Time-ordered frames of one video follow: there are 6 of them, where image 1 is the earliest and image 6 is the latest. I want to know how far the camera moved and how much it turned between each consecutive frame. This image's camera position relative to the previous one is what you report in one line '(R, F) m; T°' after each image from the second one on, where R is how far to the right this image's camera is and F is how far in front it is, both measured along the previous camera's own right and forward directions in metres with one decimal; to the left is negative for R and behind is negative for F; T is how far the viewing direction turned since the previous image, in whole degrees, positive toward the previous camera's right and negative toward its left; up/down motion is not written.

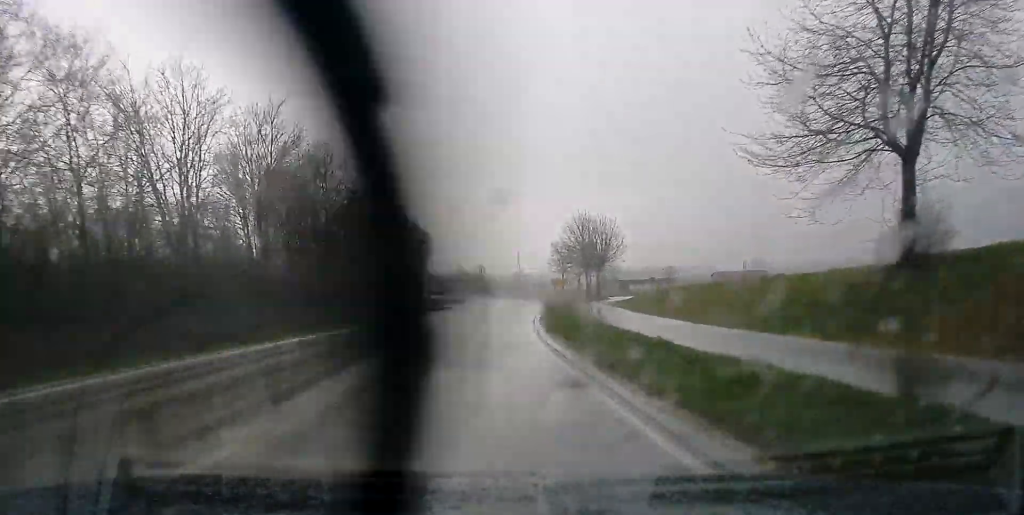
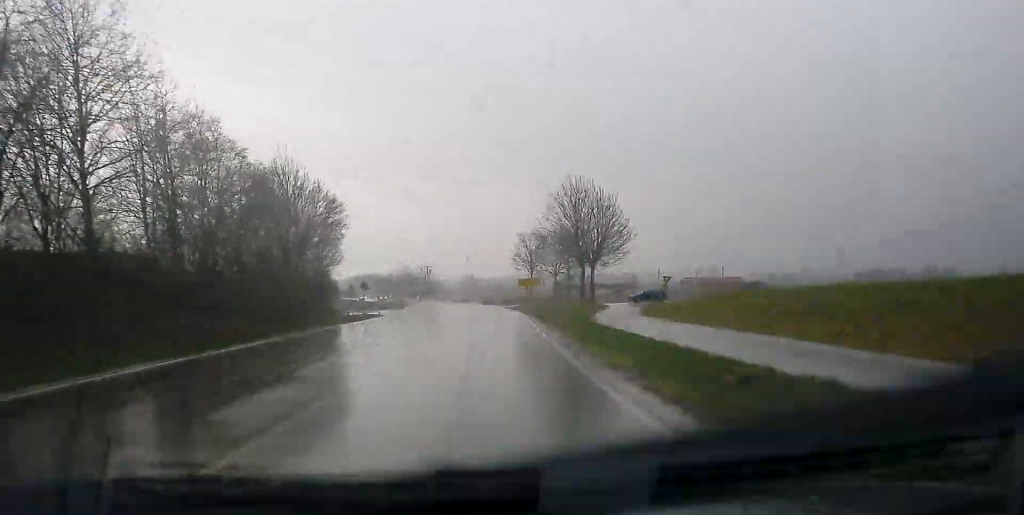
(+1.5, +31.7) m; +4°
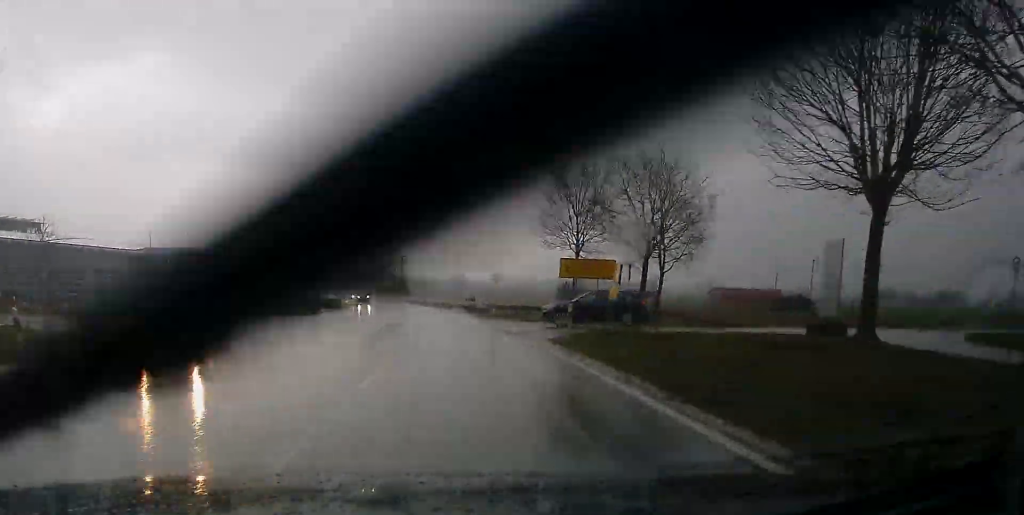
(+1.6, +55.9) m; 0°
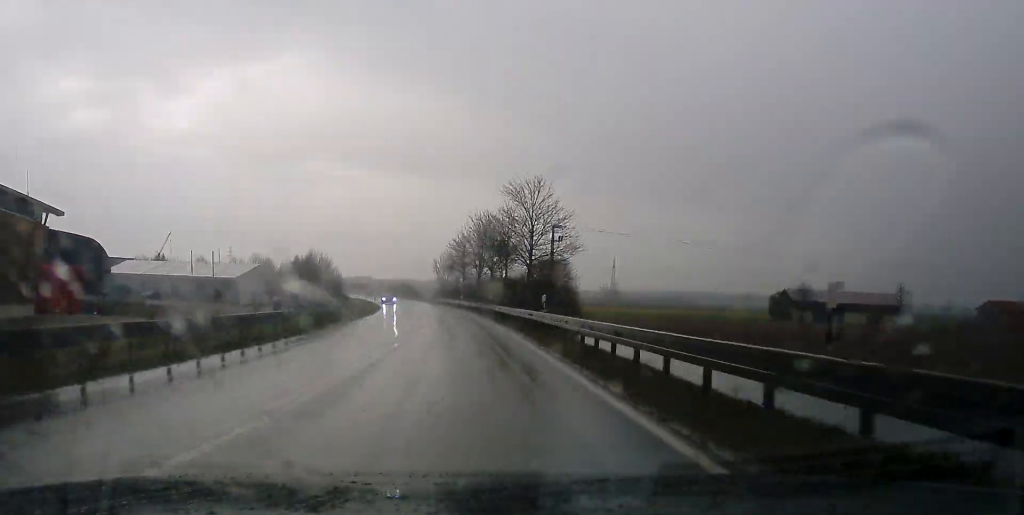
(-4.8, +94.6) m; -6°
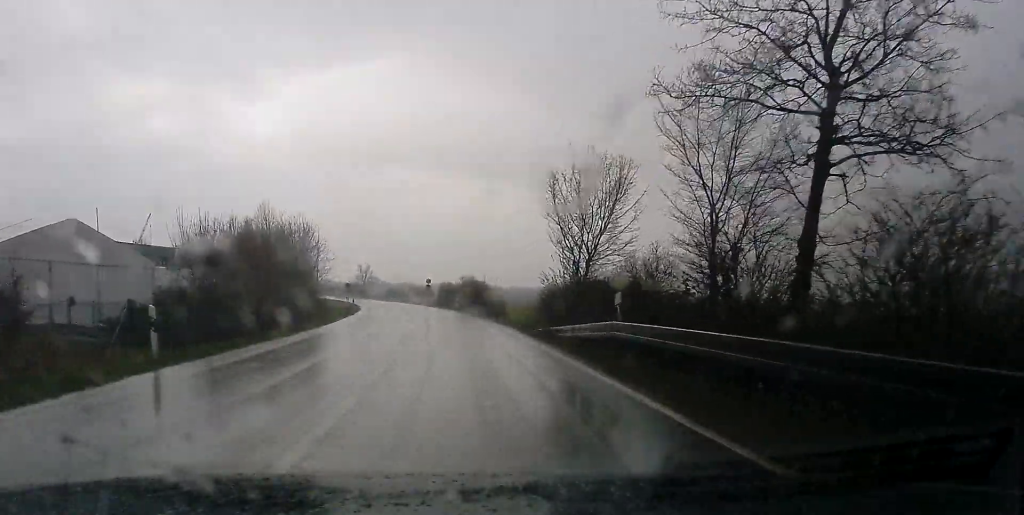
(-4.4, +88.5) m; -6°
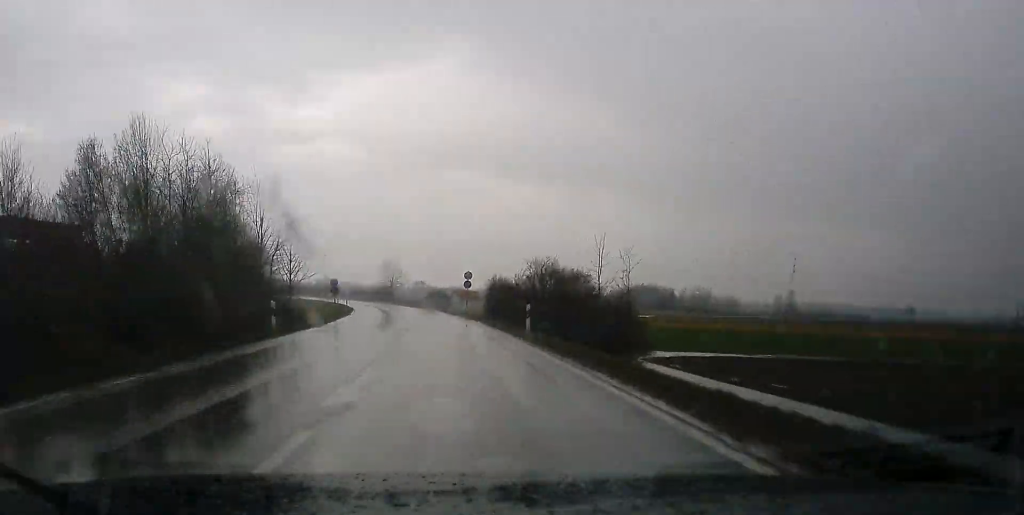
(-1.0, +39.8) m; -4°
